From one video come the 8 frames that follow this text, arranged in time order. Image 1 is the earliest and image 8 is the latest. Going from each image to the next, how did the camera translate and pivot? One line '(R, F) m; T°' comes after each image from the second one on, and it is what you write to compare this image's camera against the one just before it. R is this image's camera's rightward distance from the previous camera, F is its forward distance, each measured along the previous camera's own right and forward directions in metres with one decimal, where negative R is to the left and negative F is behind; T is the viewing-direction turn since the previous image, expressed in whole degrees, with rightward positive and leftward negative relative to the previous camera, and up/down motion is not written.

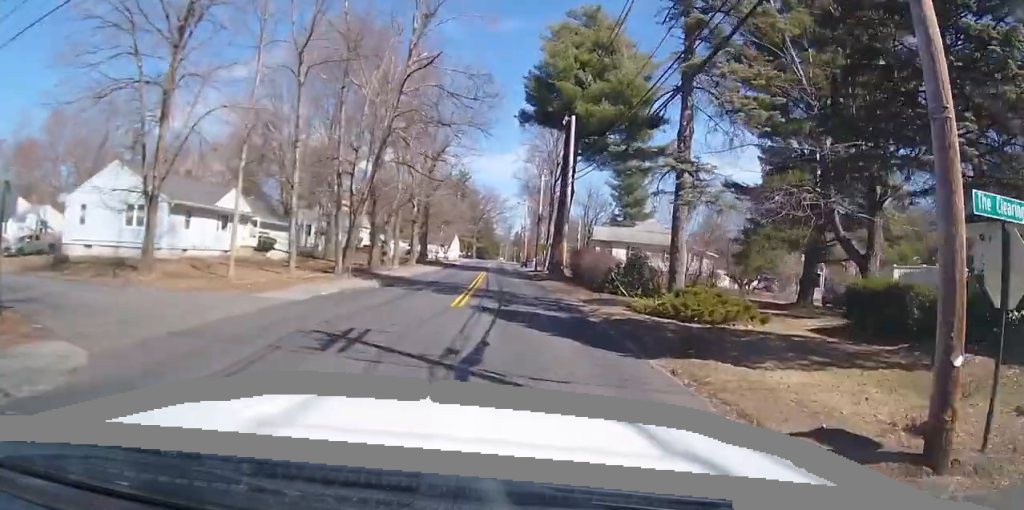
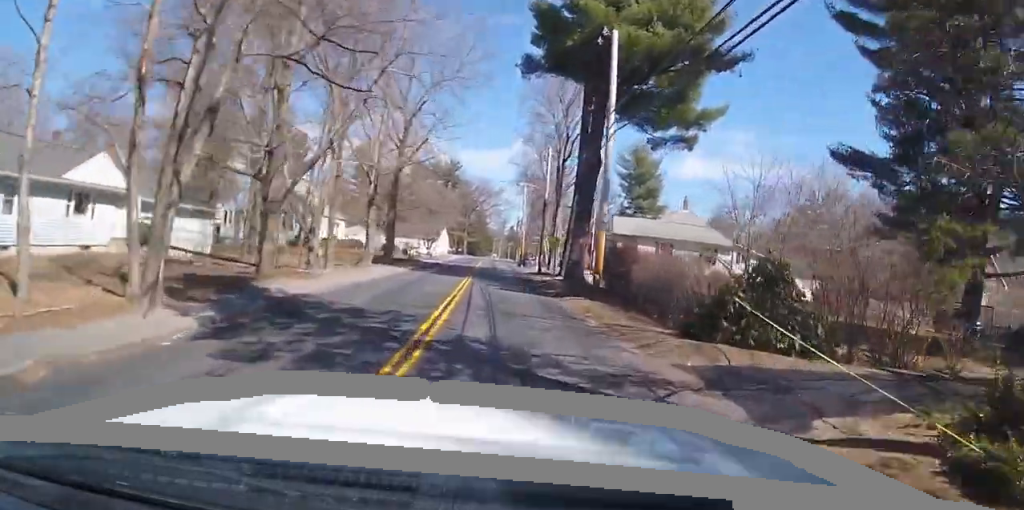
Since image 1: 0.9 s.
(0.0, +15.0) m; +1°
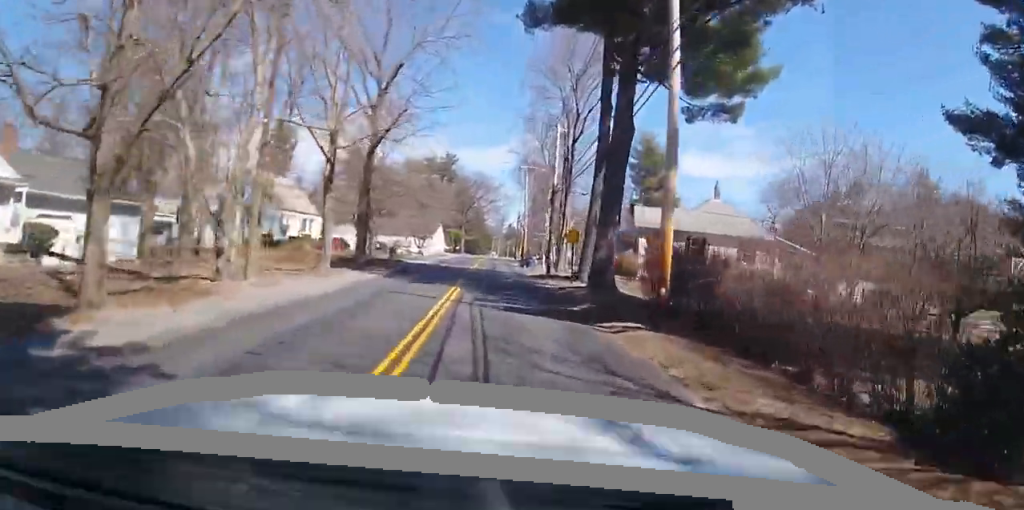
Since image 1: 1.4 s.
(+0.2, +8.7) m; +1°
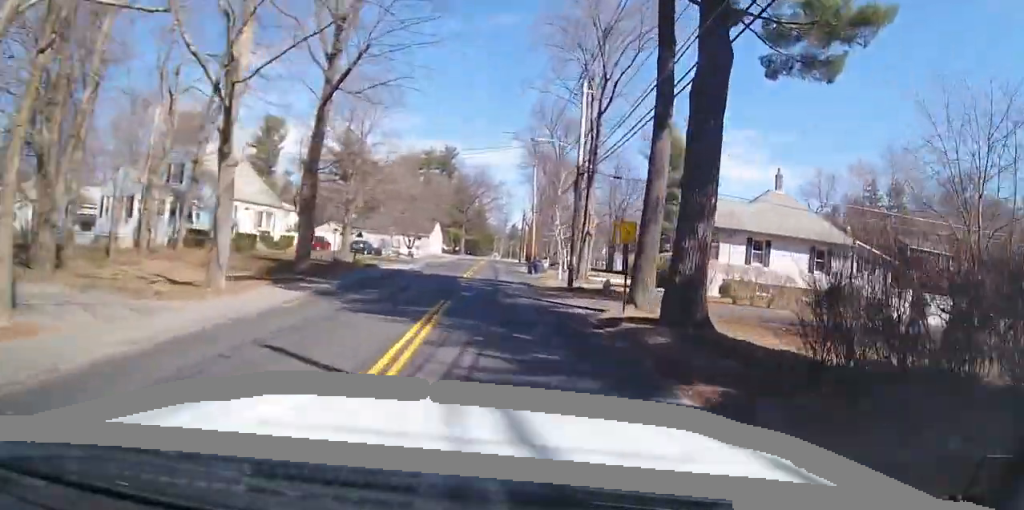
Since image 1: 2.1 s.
(+0.1, +10.8) m; +1°
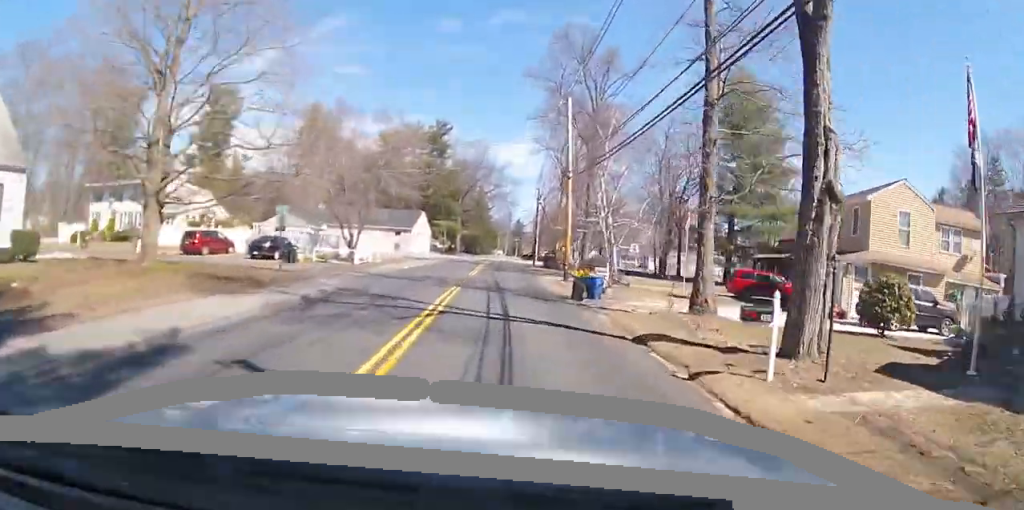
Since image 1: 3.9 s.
(-0.2, +28.1) m; -1°
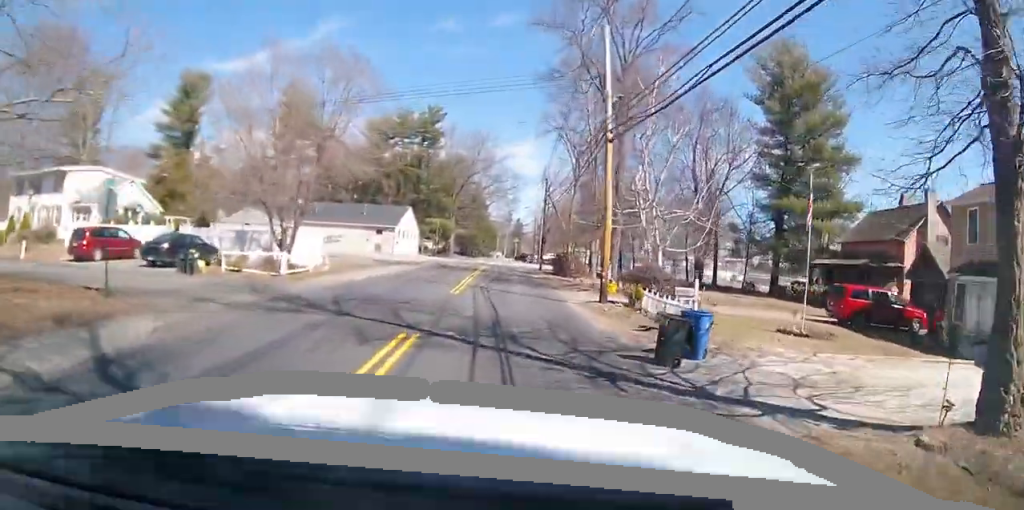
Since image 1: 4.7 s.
(0.0, +12.2) m; -1°
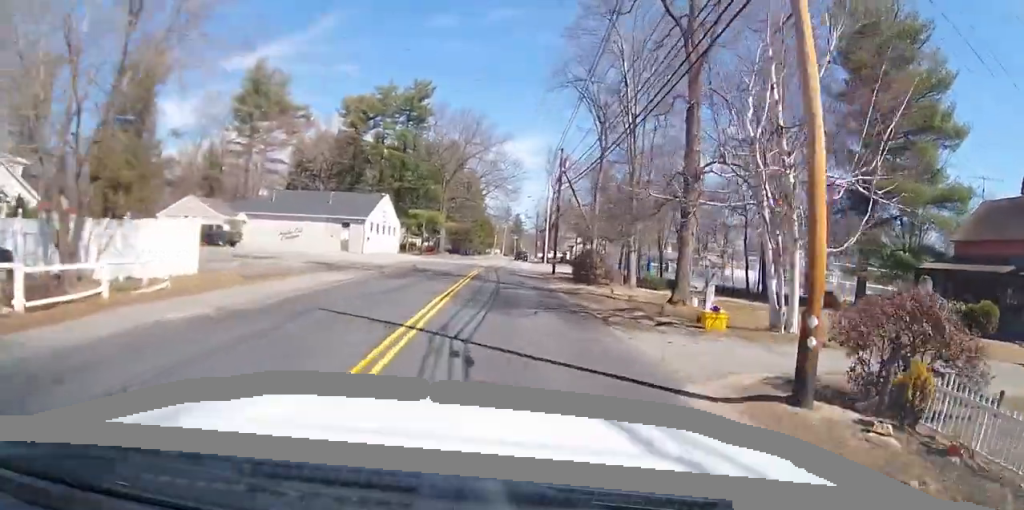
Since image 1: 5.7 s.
(-0.1, +14.8) m; -2°
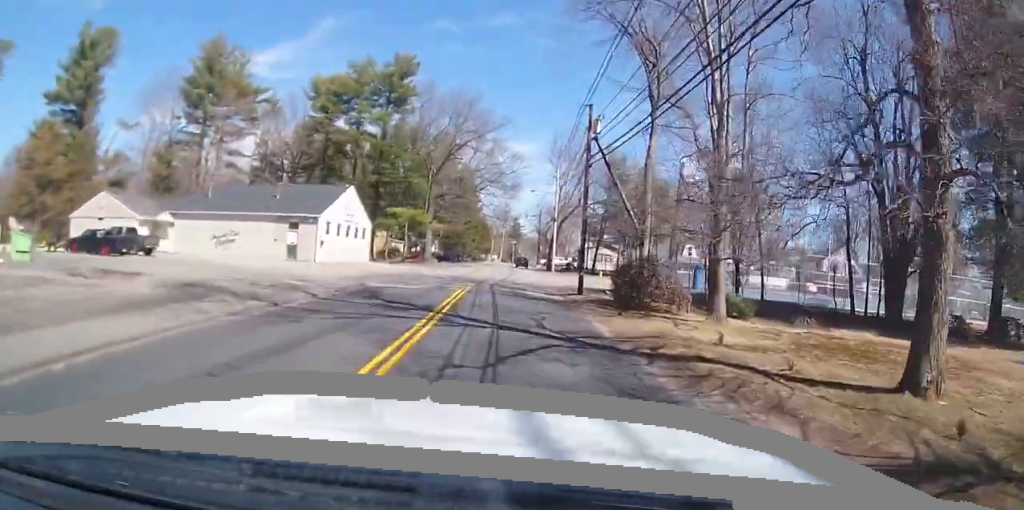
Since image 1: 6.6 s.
(-0.4, +14.4) m; -3°
